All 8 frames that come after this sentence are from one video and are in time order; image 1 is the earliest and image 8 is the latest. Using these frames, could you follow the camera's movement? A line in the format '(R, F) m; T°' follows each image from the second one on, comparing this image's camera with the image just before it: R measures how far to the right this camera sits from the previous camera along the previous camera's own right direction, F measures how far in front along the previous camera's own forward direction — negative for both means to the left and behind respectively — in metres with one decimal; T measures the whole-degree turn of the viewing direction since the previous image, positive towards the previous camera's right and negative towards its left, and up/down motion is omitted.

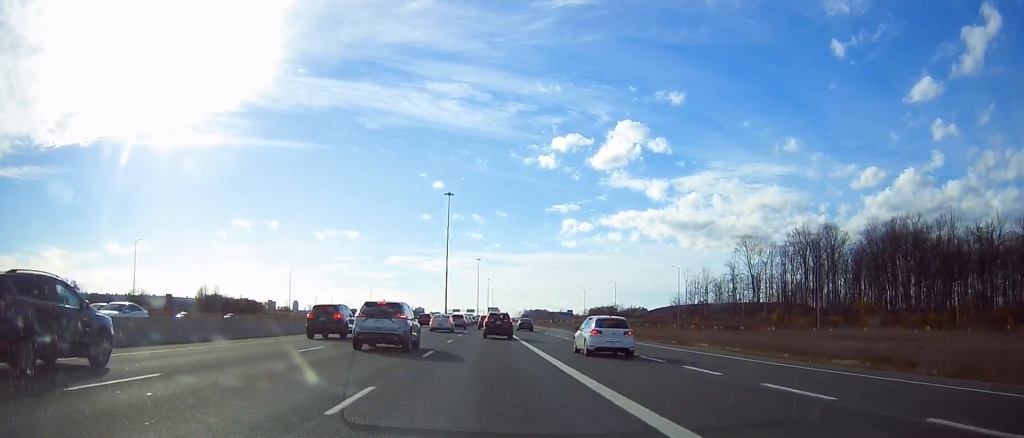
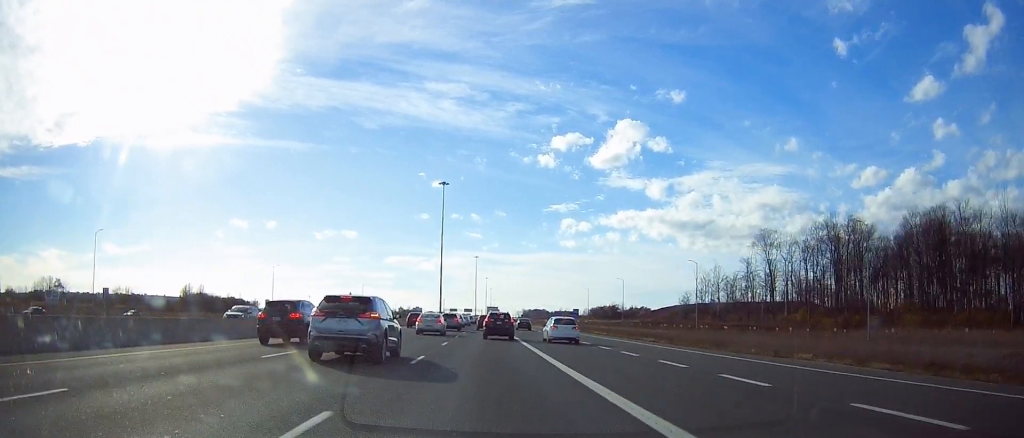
(+0.3, +14.8) m; +2°
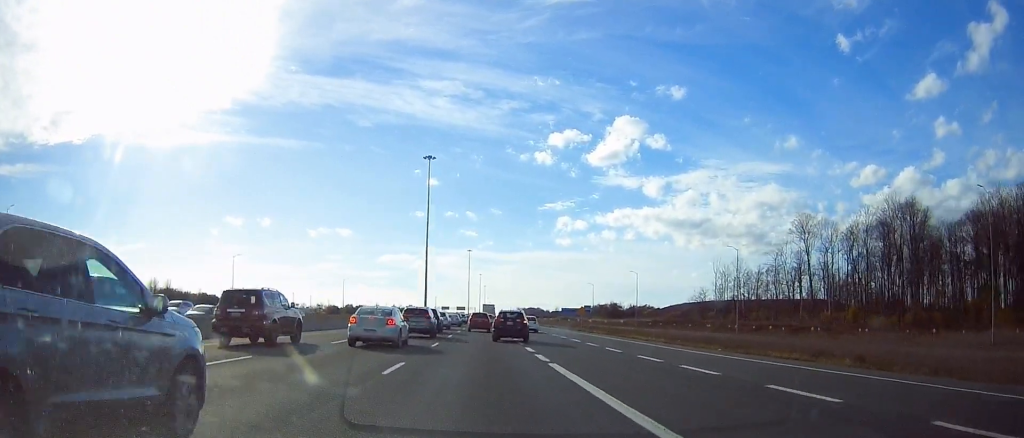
(+0.3, +26.3) m; -1°
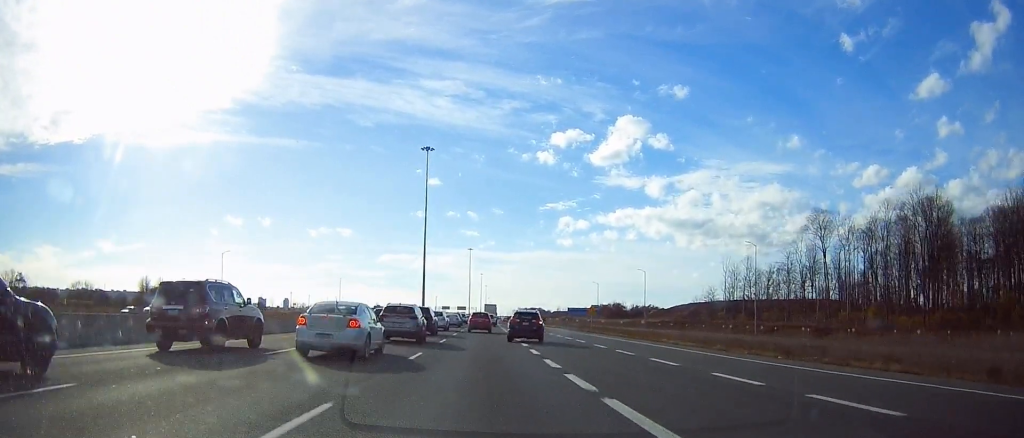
(-0.1, +7.7) m; -1°
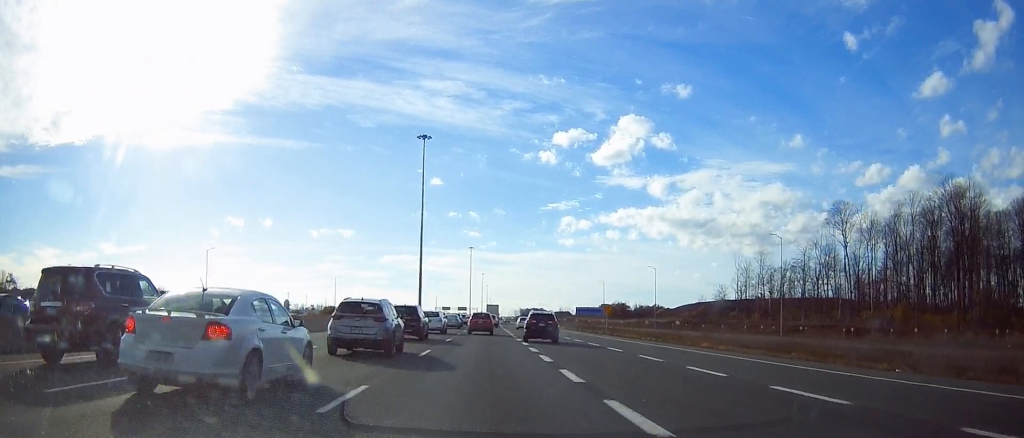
(-0.1, +9.7) m; +1°
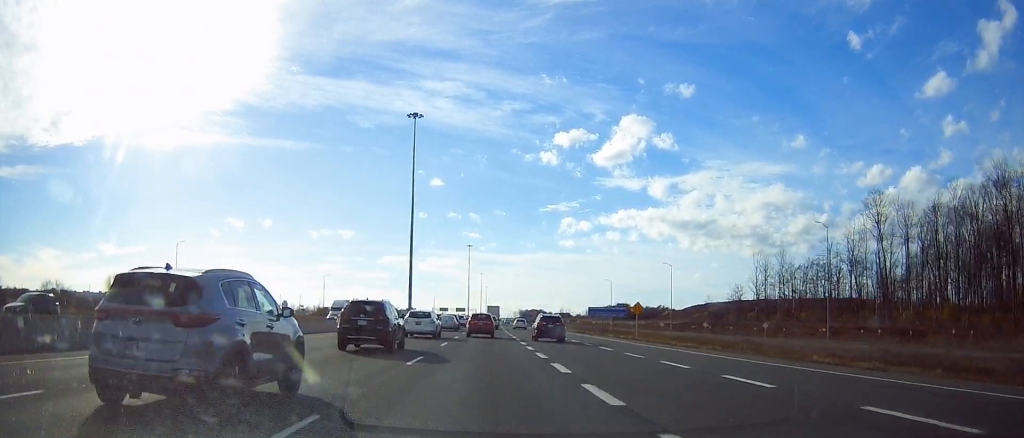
(+0.6, +15.1) m; +1°
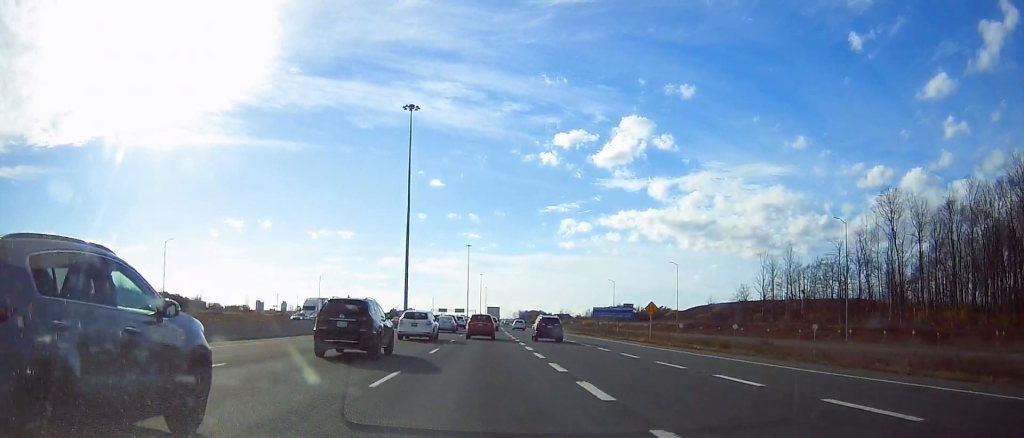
(-0.1, +5.1) m; 0°
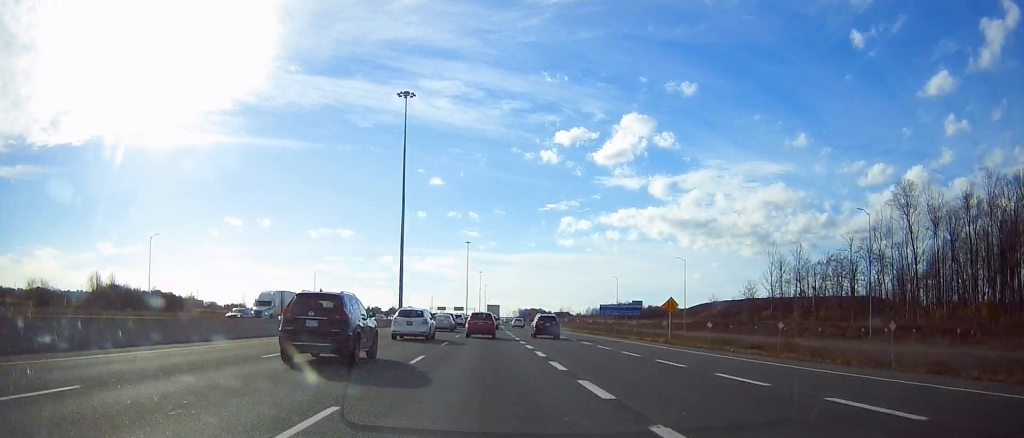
(-0.3, +5.8) m; 0°
